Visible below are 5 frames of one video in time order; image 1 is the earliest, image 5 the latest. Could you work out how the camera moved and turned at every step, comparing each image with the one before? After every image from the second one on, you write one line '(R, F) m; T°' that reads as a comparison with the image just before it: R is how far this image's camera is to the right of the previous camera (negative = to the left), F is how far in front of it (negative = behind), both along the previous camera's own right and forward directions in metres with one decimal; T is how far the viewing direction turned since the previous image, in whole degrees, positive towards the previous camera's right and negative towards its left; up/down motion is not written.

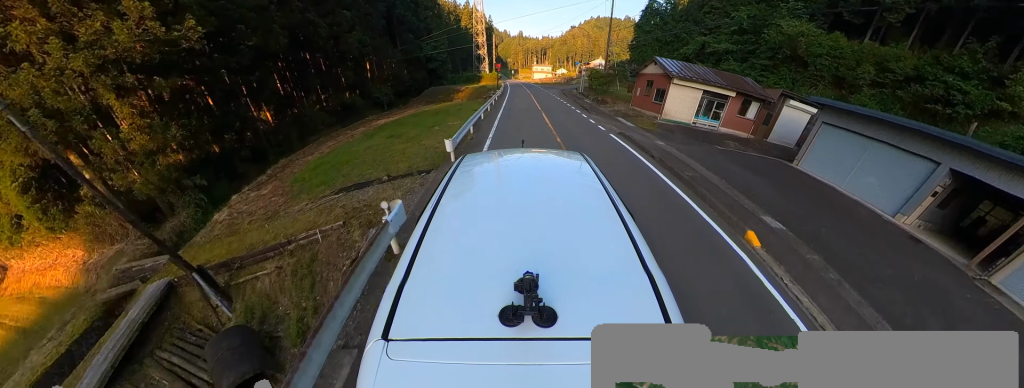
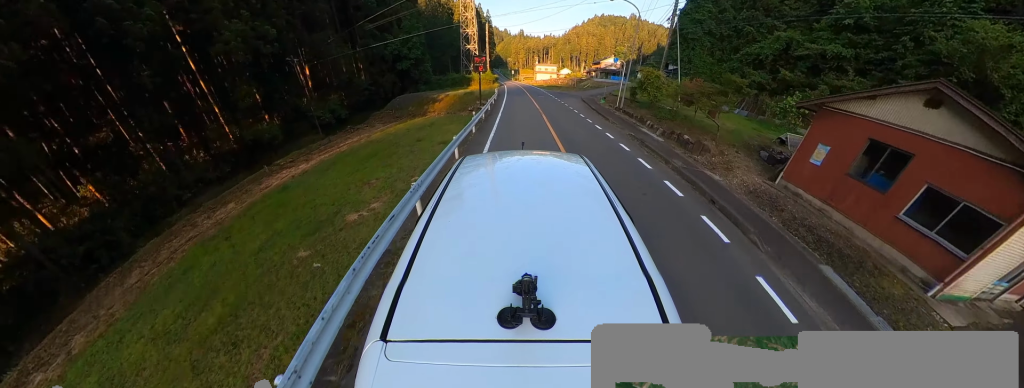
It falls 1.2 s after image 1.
(+0.1, +15.3) m; 0°
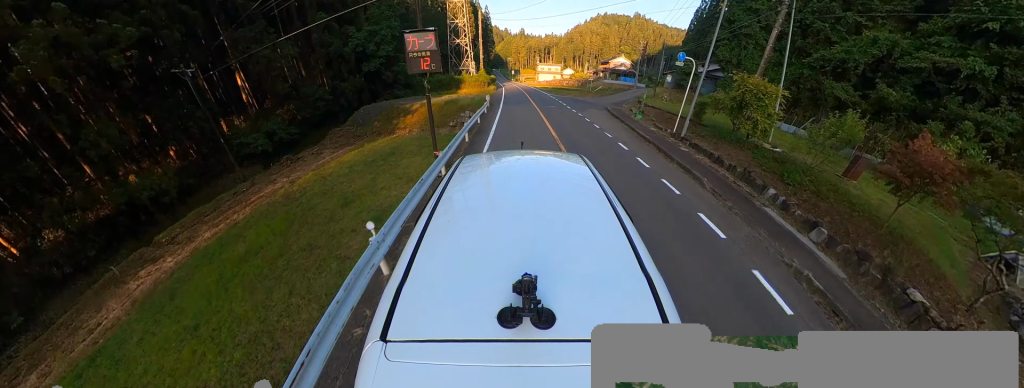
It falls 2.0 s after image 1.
(-0.1, +9.4) m; 0°
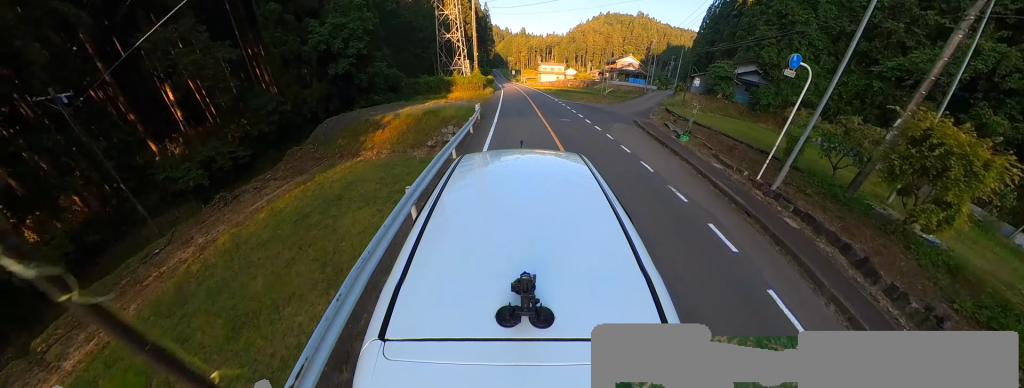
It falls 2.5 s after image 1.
(-0.3, +6.0) m; 0°
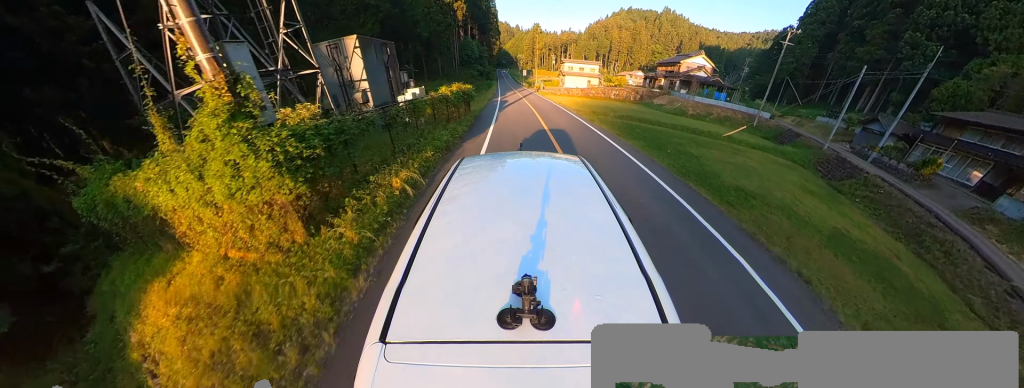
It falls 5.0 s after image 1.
(0.0, +25.2) m; -4°
